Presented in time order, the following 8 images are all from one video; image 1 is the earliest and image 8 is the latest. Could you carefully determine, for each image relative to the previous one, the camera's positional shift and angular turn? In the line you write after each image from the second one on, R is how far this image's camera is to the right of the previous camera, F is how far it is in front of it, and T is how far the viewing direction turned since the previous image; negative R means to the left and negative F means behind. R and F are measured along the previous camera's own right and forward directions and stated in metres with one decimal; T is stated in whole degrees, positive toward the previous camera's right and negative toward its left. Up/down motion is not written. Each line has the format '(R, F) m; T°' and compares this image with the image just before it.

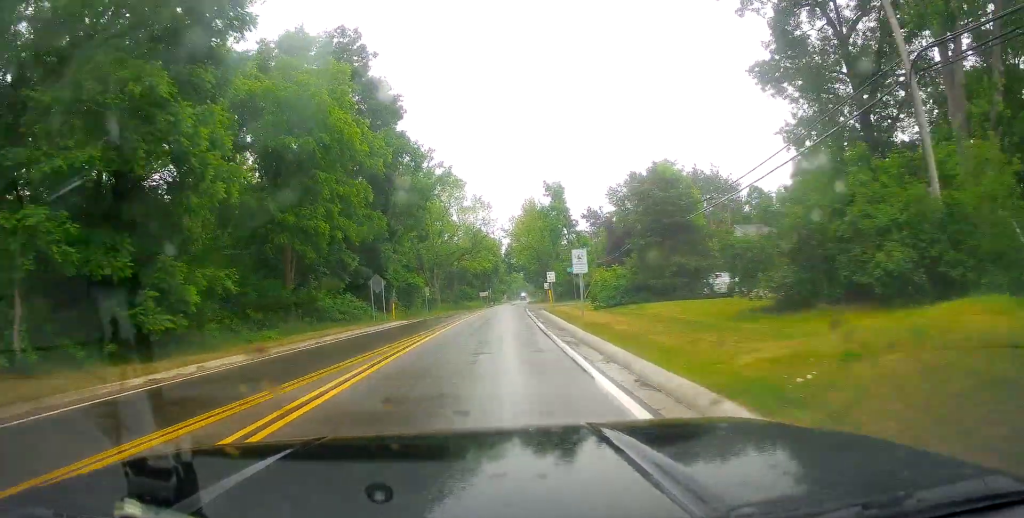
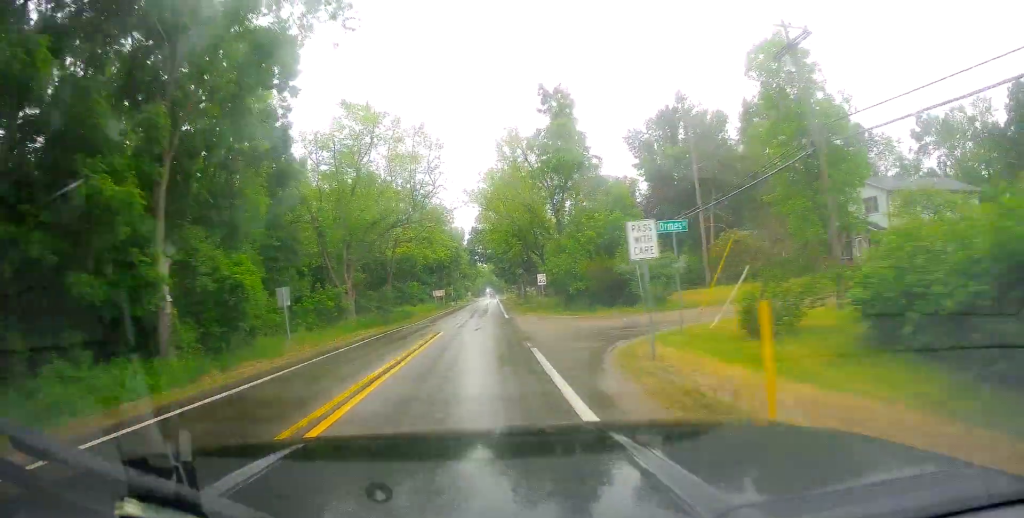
(+0.8, +29.6) m; +6°
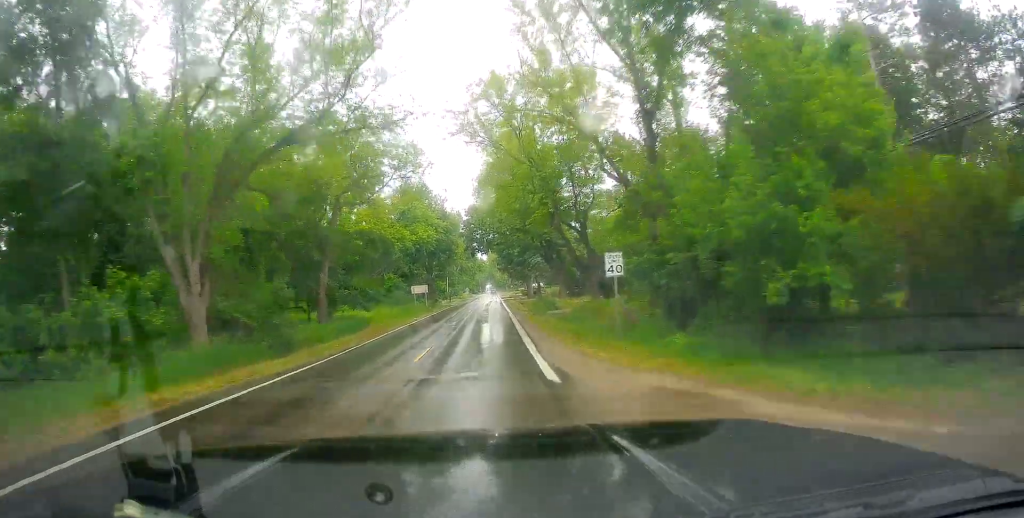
(+0.2, +23.1) m; 0°
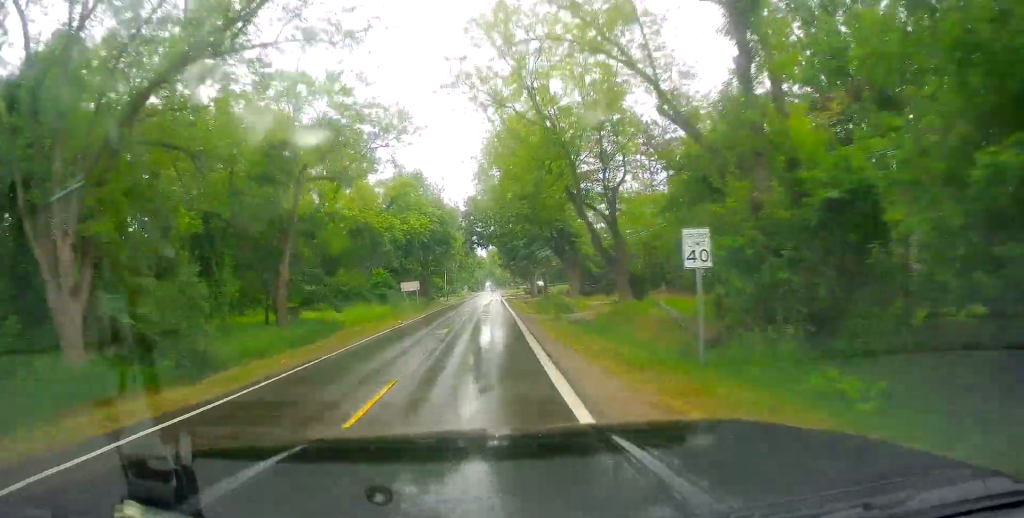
(-0.2, +7.1) m; 0°
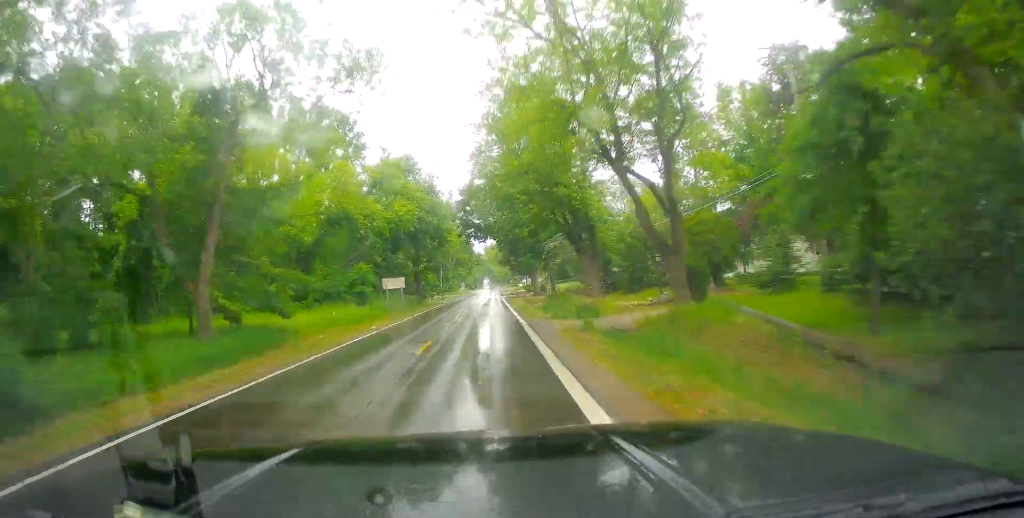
(+0.2, +8.3) m; 0°
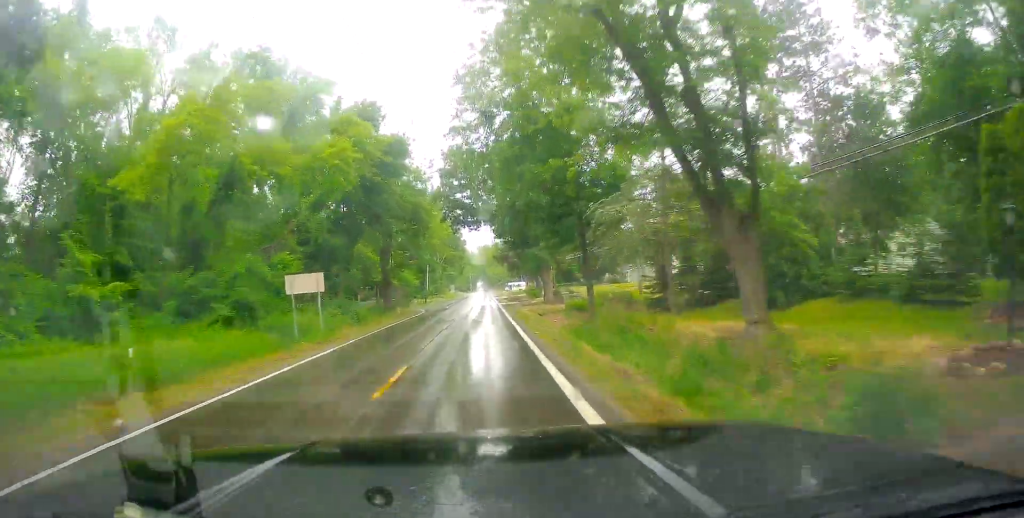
(0.0, +20.8) m; -1°
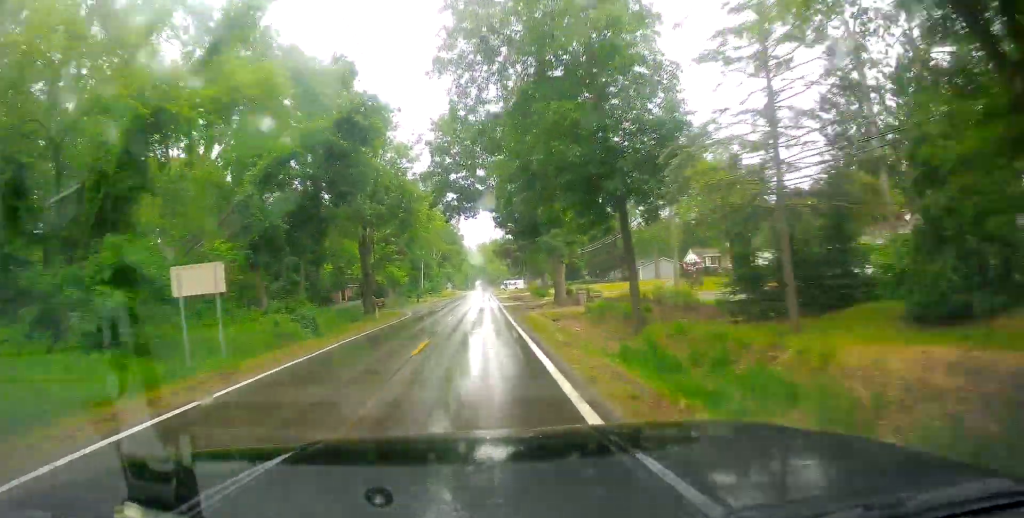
(-0.1, +9.3) m; 0°
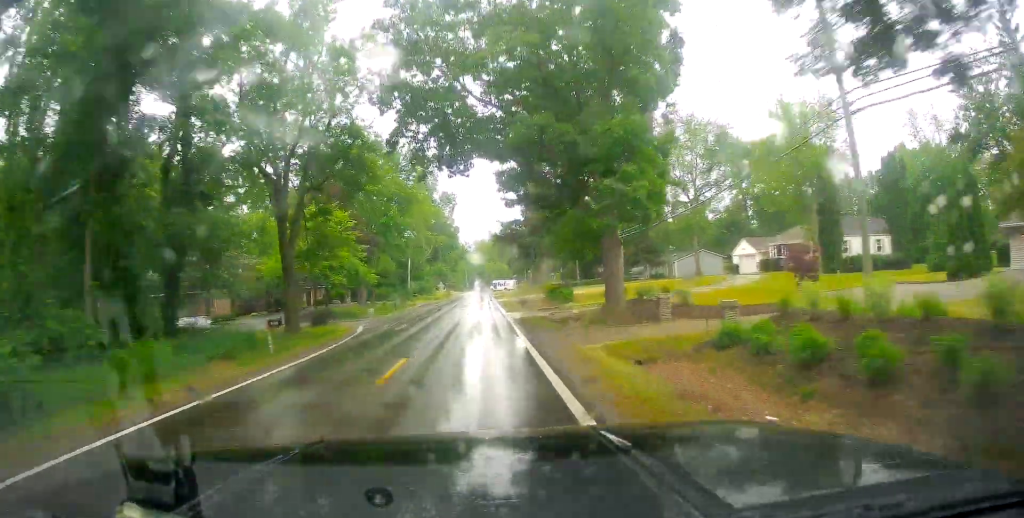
(0.0, +20.5) m; +1°
